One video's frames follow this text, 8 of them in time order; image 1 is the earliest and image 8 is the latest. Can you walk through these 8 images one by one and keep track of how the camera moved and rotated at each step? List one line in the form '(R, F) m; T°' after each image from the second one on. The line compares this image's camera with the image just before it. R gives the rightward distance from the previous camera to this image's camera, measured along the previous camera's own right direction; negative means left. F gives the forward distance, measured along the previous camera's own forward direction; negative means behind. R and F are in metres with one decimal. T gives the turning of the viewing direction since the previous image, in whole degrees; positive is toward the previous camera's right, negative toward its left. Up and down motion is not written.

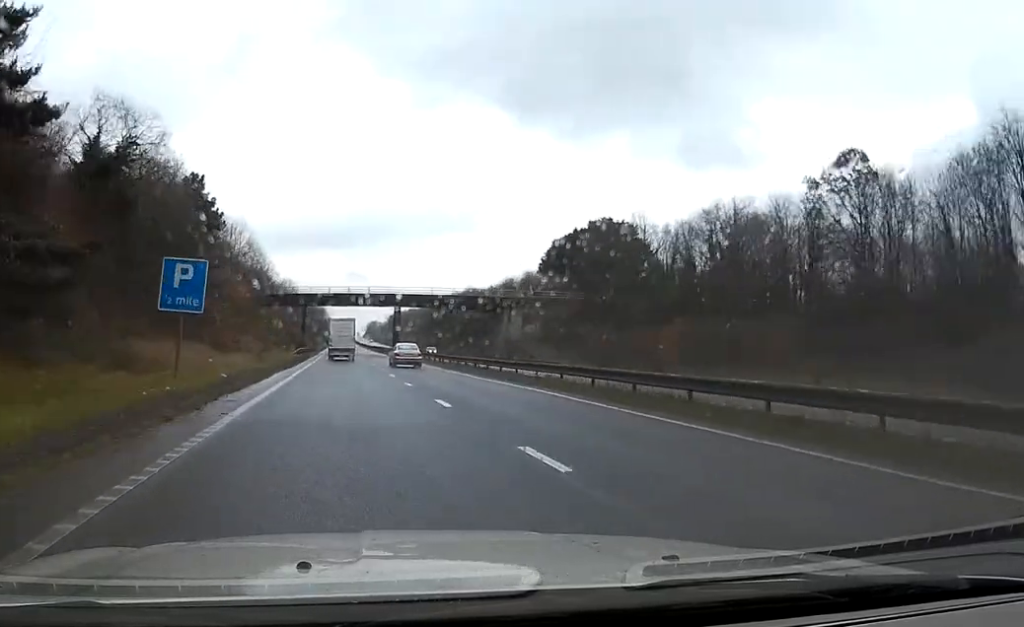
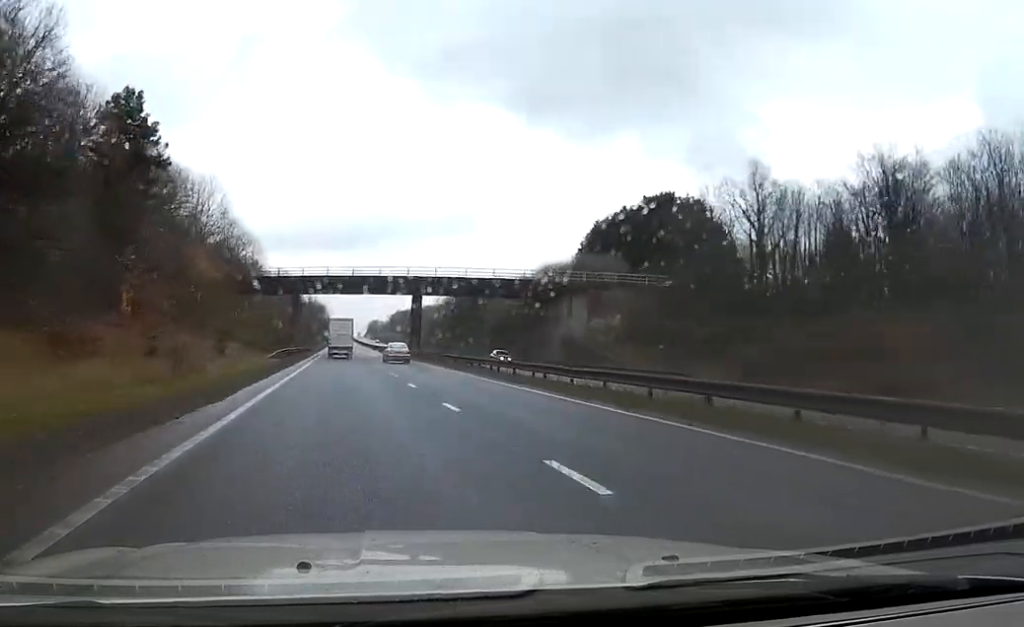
(-0.1, +26.5) m; 0°
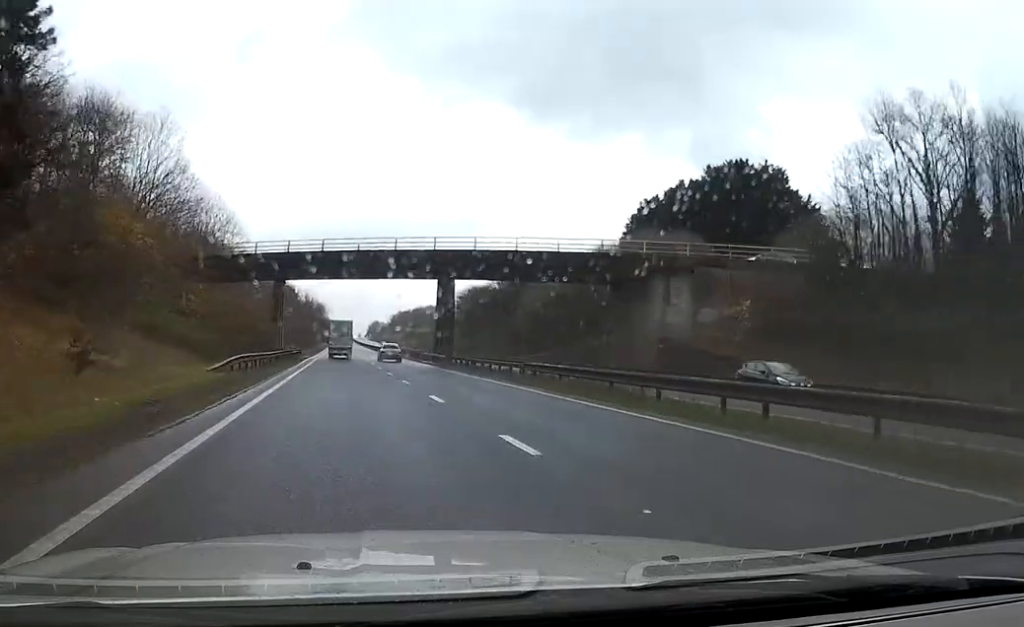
(+0.2, +22.9) m; +1°
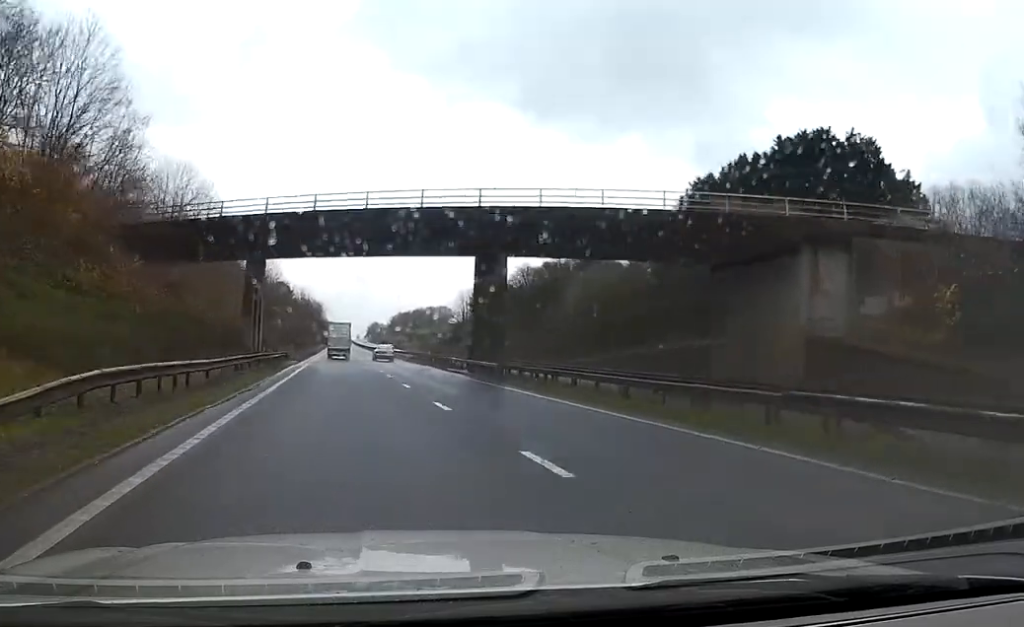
(0.0, +18.3) m; 0°
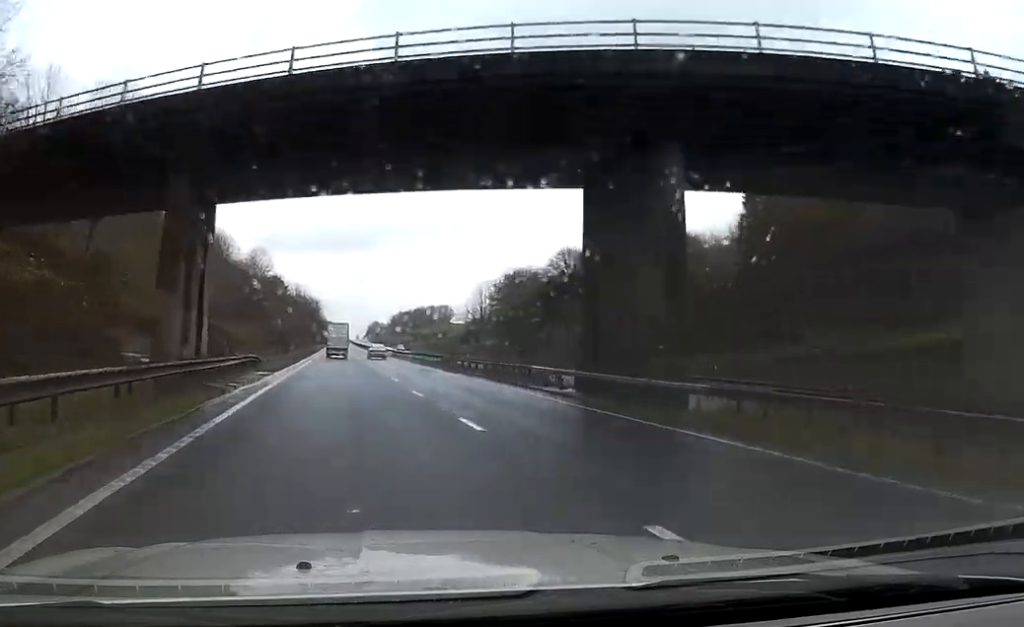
(0.0, +21.0) m; 0°
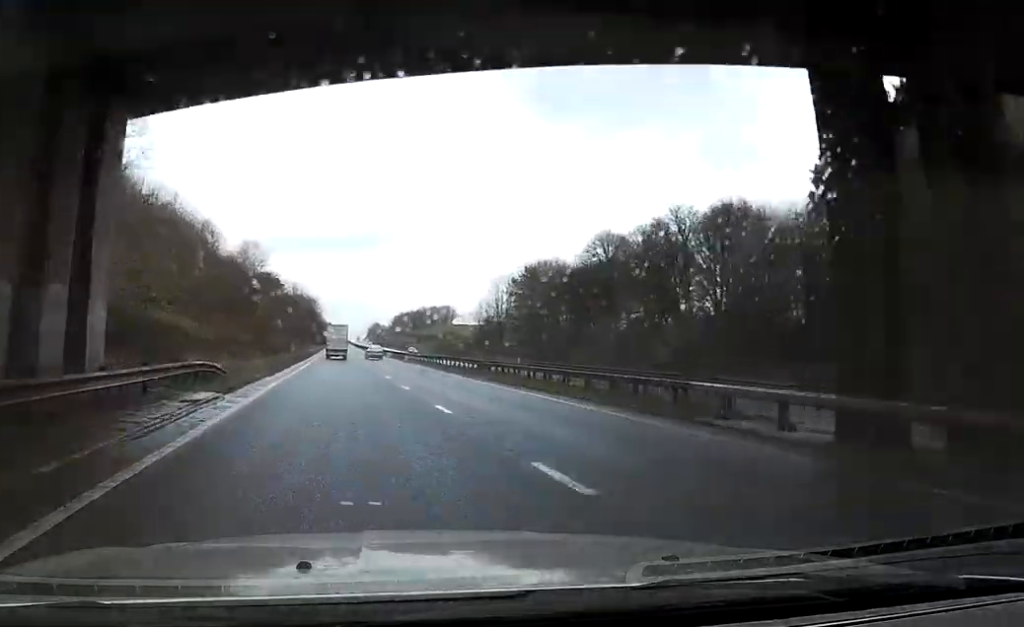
(0.0, +13.7) m; 0°
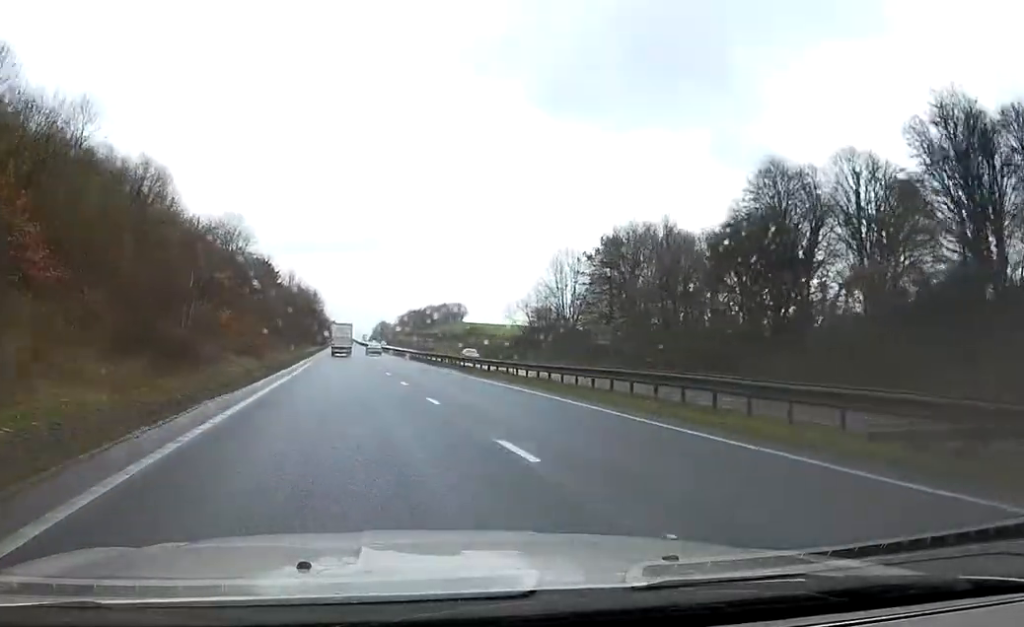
(-0.2, +32.1) m; 0°
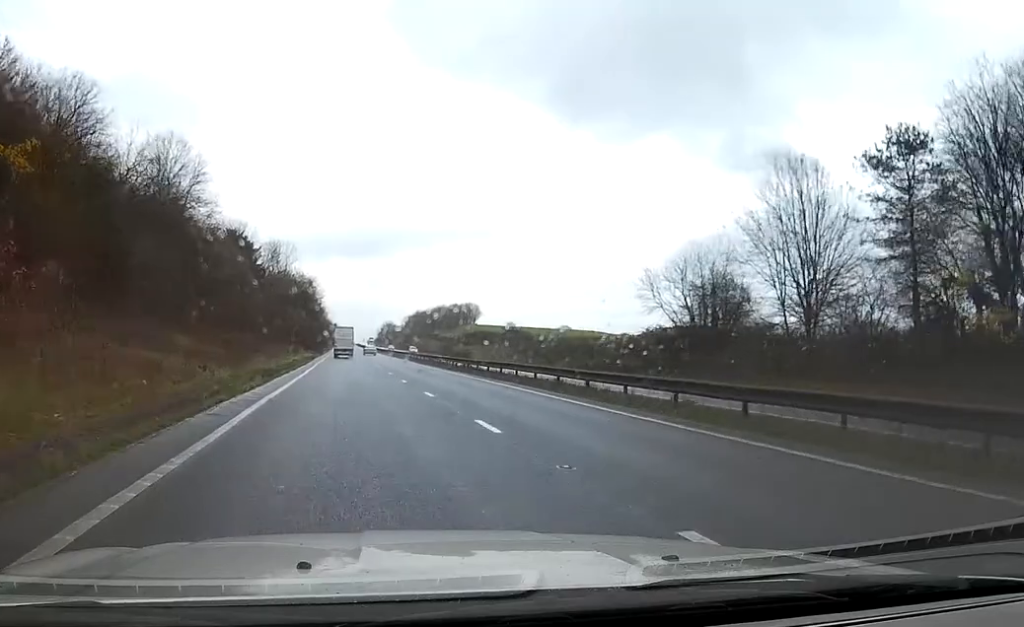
(+0.3, +47.3) m; +1°
